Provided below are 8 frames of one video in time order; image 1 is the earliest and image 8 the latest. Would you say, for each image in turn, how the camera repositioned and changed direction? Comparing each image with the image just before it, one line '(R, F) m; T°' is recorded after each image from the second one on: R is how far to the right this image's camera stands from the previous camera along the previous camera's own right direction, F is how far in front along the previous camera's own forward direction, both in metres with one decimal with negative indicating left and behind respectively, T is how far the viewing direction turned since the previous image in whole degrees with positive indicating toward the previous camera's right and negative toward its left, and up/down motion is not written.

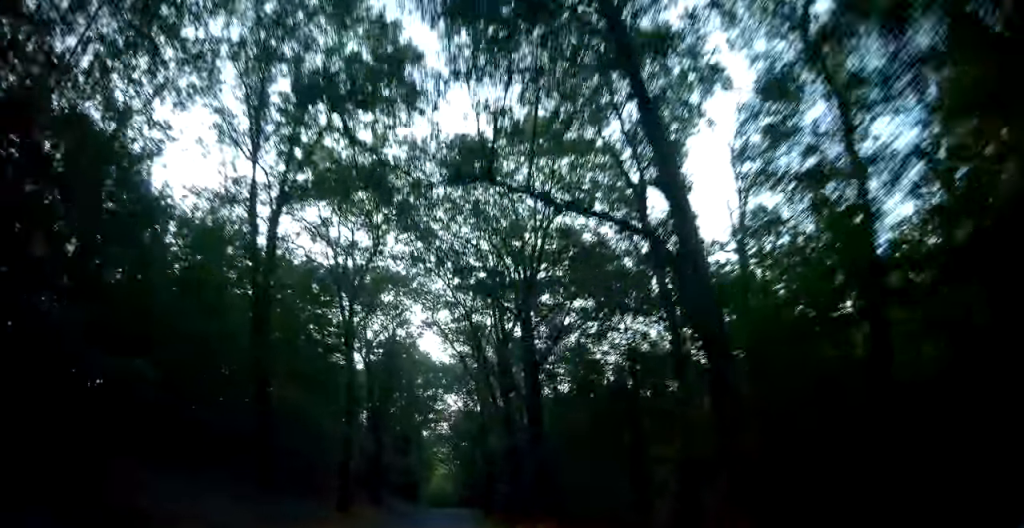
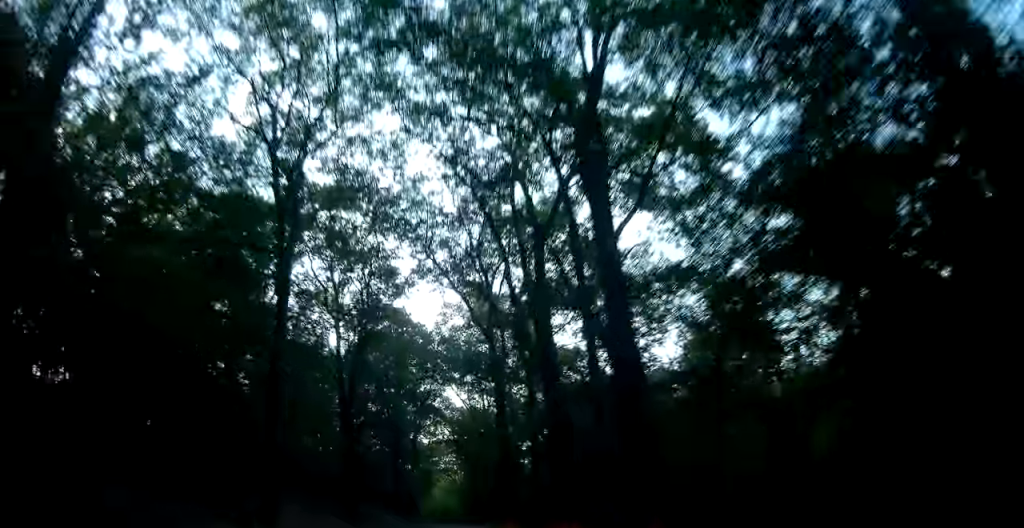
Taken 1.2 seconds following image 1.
(0.0, +17.9) m; 0°
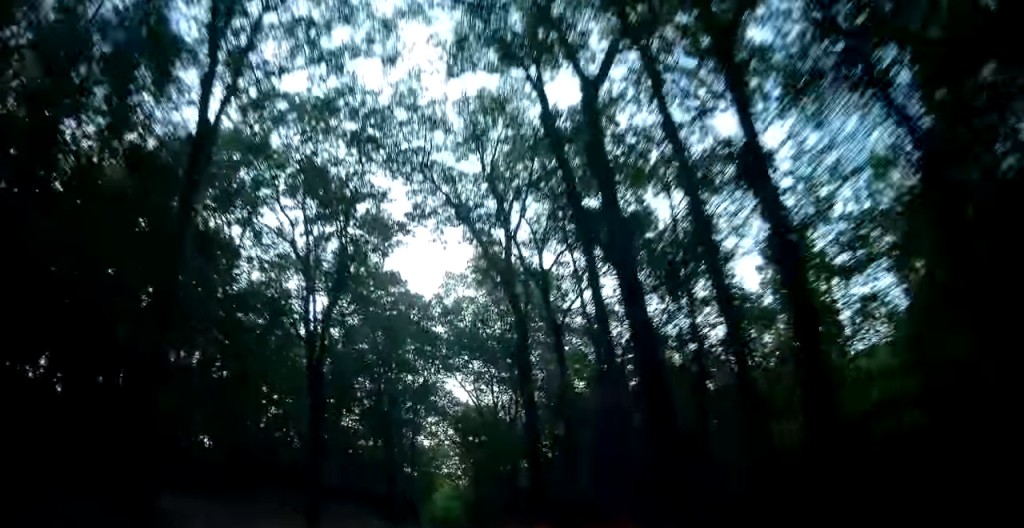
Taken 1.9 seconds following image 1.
(+0.1, +10.7) m; 0°
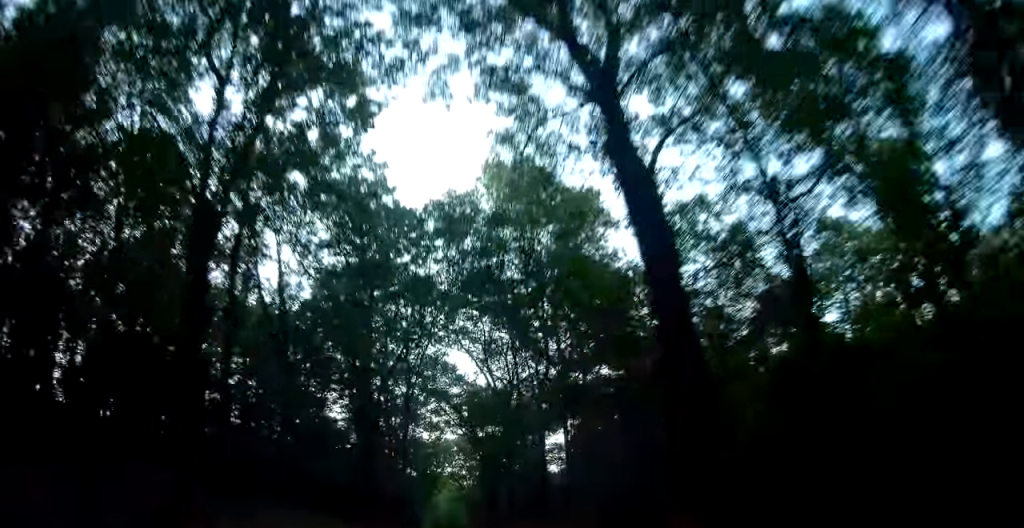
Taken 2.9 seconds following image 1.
(-0.2, +15.9) m; -1°
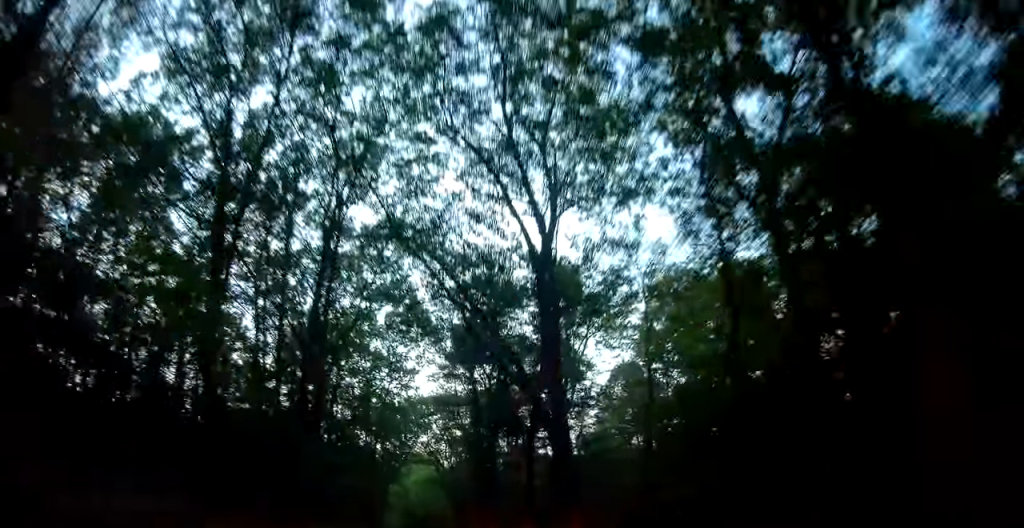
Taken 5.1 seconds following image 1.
(+0.2, +33.7) m; 0°
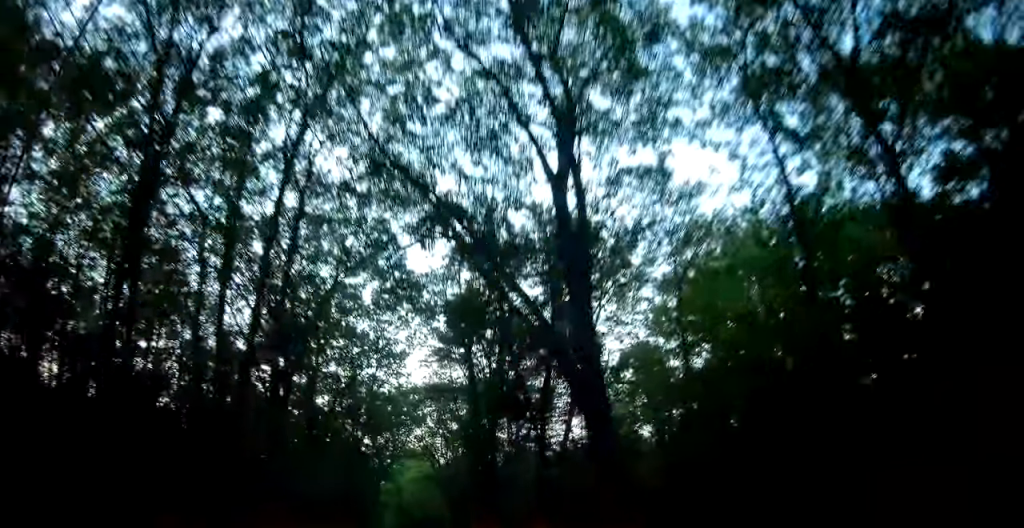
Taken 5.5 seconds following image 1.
(-0.1, +6.6) m; 0°
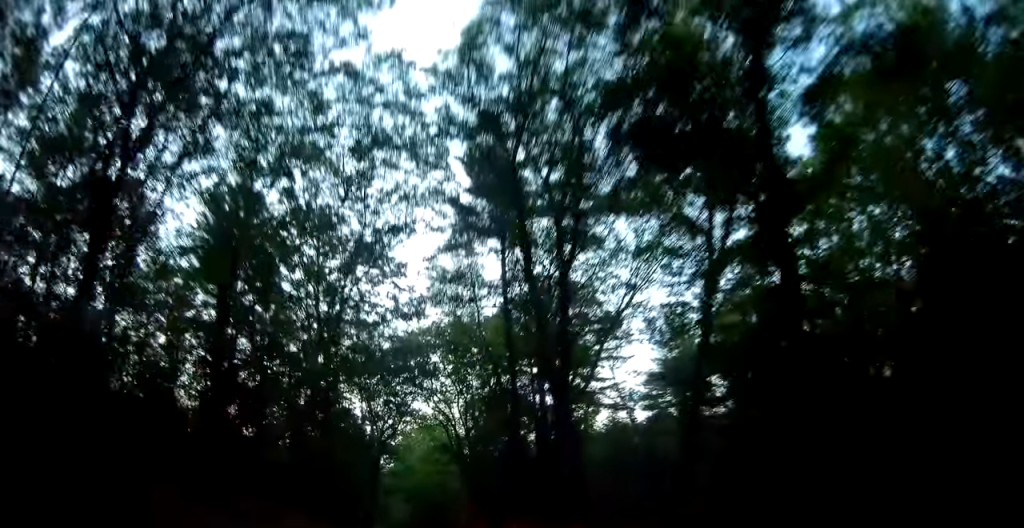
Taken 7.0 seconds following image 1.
(+0.1, +22.4) m; 0°
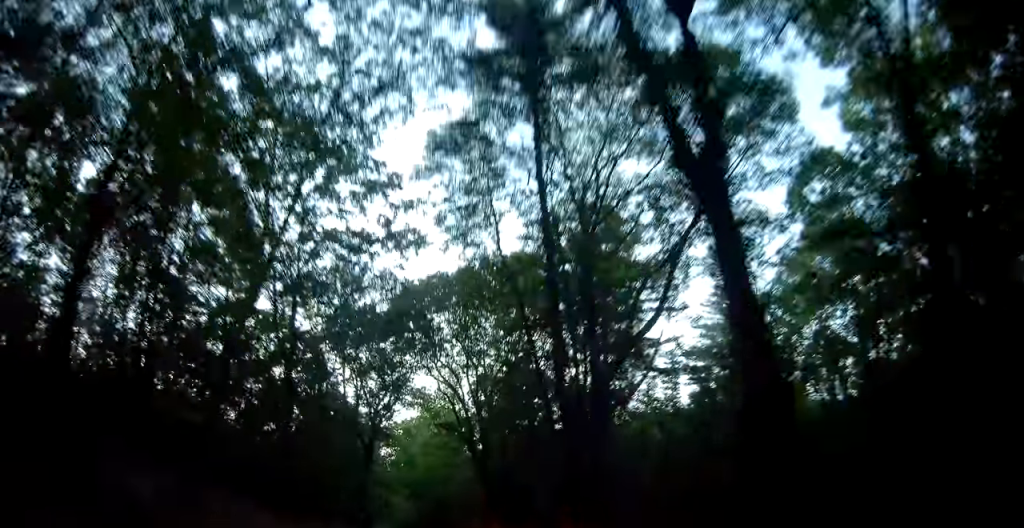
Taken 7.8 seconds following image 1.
(-0.1, +11.5) m; -1°
